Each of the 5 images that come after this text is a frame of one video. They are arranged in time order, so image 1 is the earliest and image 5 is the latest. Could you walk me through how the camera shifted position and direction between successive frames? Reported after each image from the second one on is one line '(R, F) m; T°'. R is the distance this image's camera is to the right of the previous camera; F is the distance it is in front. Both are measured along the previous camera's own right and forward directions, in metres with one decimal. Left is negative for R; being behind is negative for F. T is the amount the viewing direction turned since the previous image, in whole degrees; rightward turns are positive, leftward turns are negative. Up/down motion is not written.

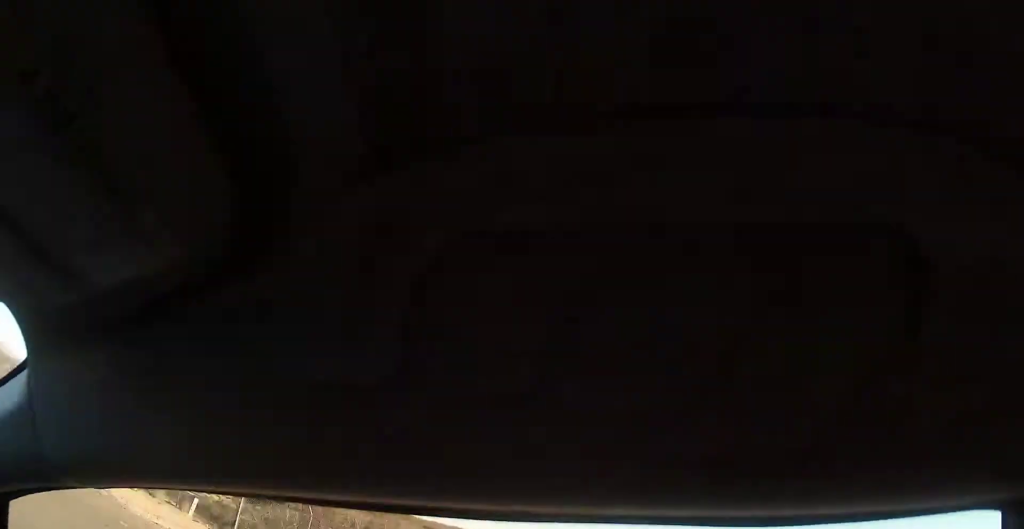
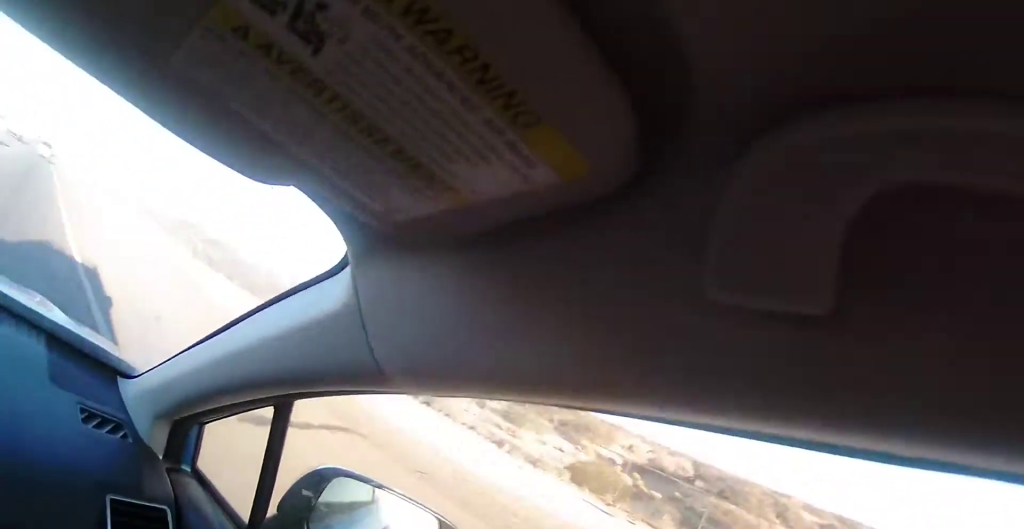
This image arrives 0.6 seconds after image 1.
(+0.1, +11.0) m; 0°
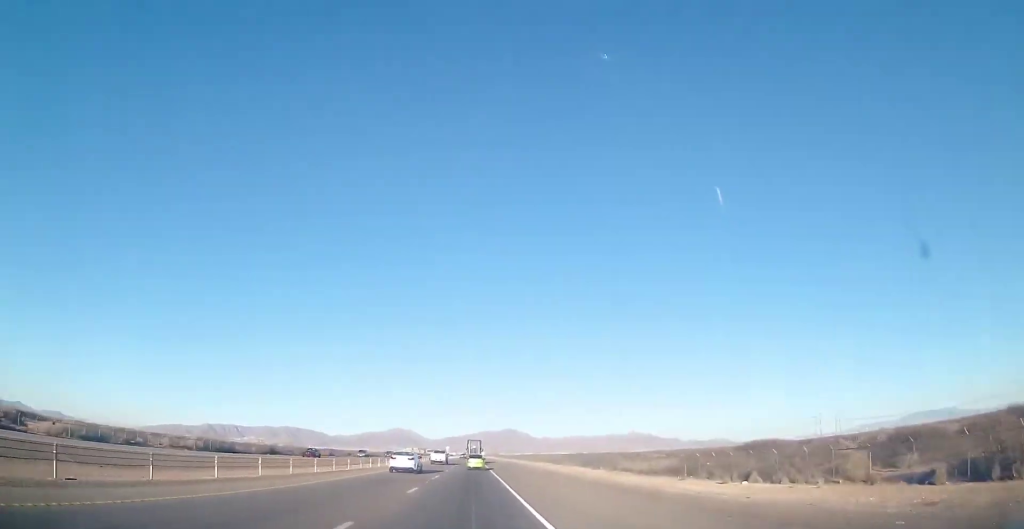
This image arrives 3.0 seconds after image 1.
(-0.5, +49.4) m; 0°
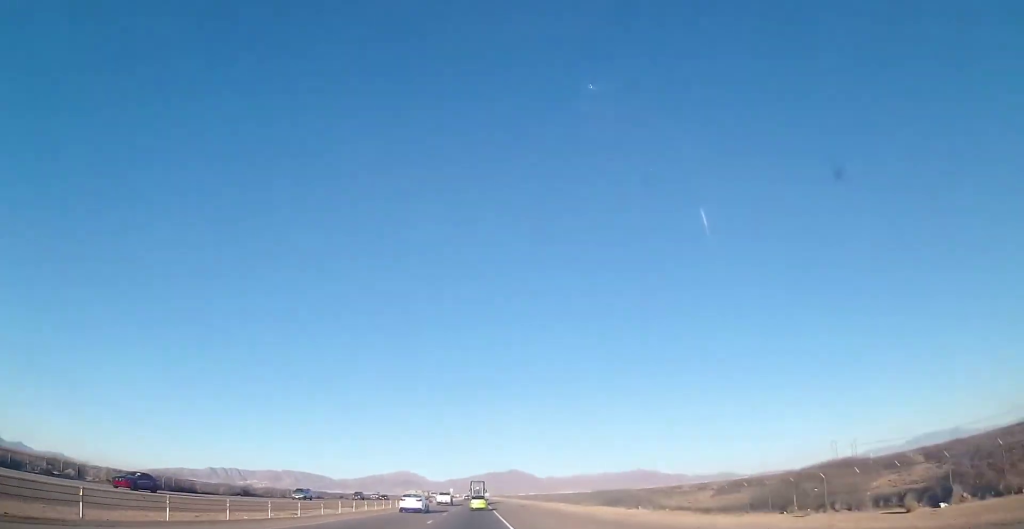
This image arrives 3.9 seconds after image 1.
(+0.1, +16.9) m; 0°
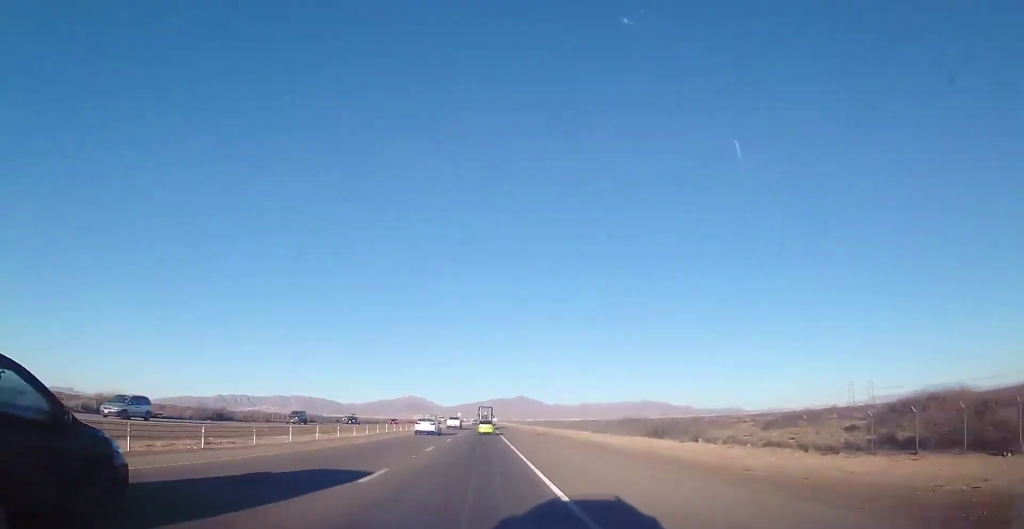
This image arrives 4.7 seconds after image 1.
(-0.3, +16.2) m; -1°
